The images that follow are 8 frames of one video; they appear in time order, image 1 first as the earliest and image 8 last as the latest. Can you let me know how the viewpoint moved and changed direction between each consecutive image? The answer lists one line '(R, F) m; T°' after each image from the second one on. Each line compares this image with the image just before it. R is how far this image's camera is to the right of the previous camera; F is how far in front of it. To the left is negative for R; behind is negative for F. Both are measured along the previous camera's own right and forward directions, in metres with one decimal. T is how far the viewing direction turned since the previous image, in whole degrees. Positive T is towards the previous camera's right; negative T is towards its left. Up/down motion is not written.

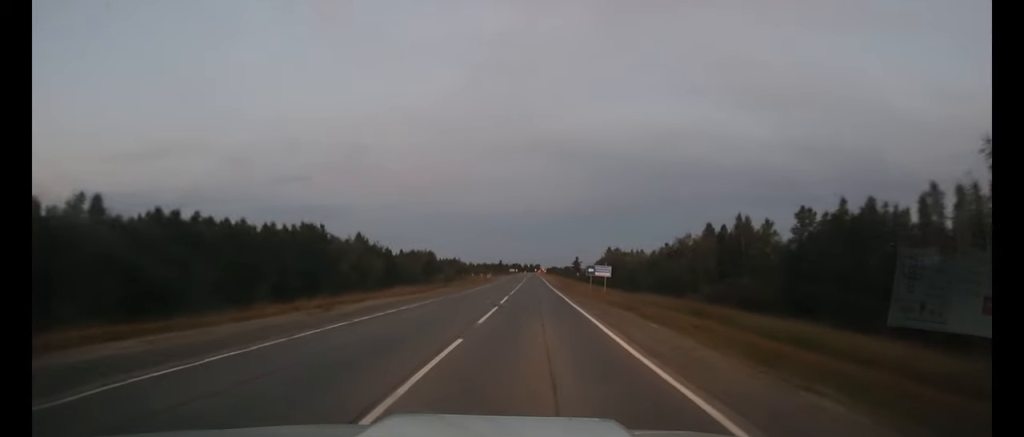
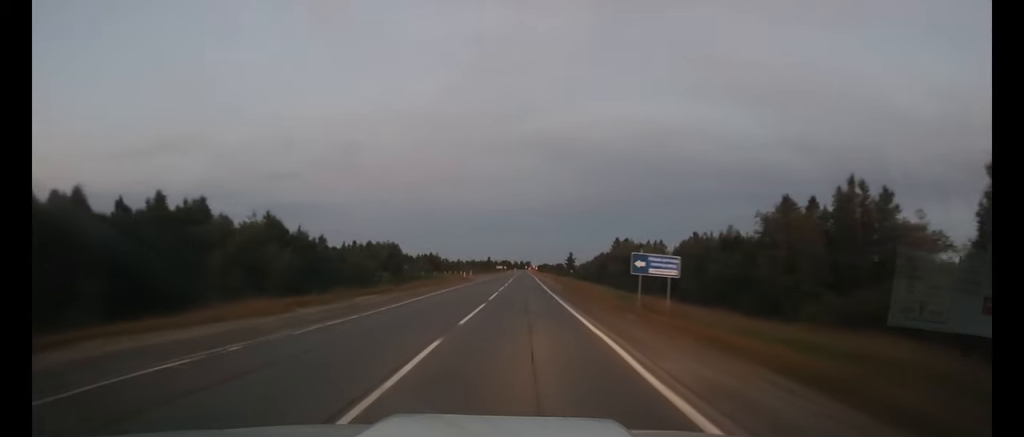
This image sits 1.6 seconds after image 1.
(+0.1, +24.1) m; +1°
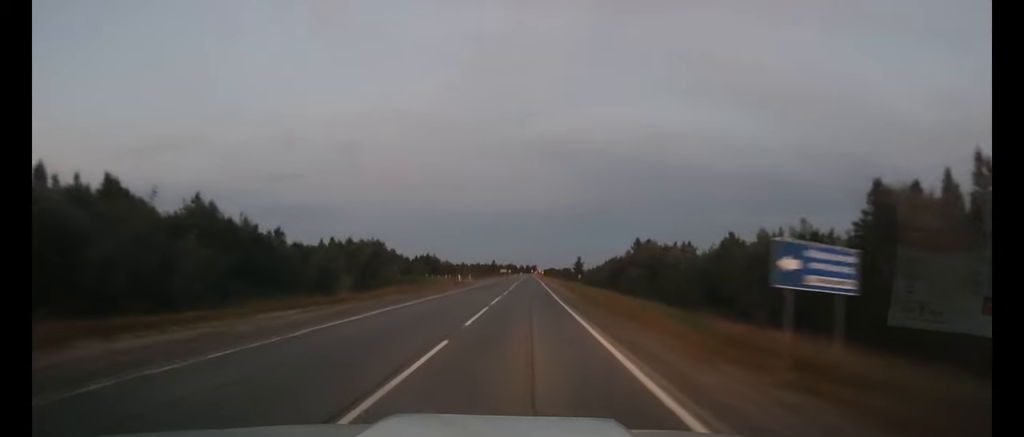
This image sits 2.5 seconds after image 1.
(0.0, +12.8) m; 0°
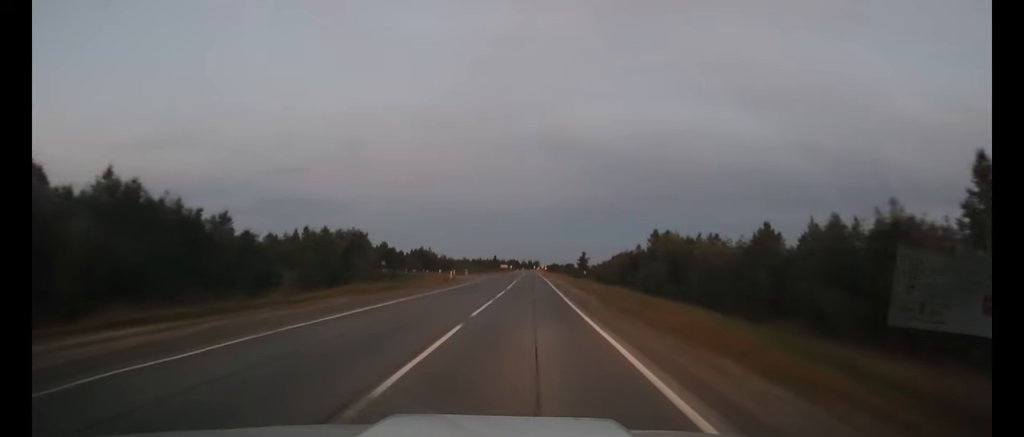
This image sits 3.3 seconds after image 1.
(0.0, +10.2) m; 0°
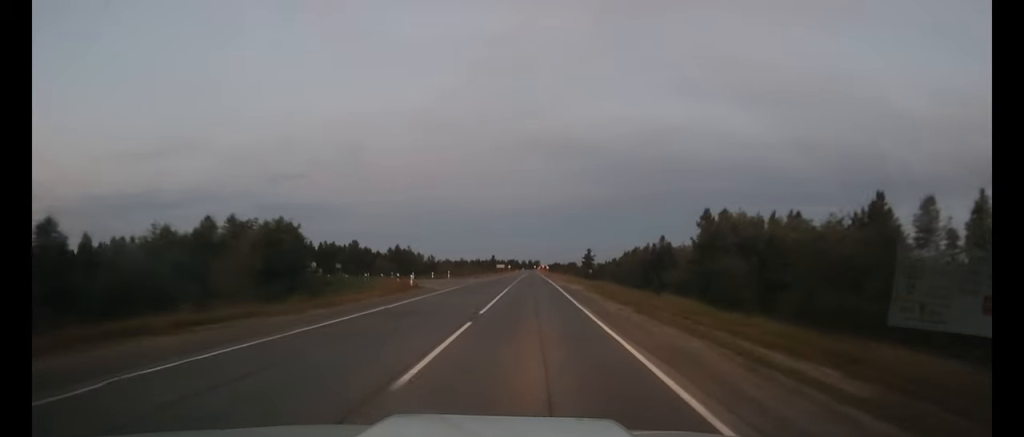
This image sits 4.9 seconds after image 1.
(-0.1, +22.1) m; 0°
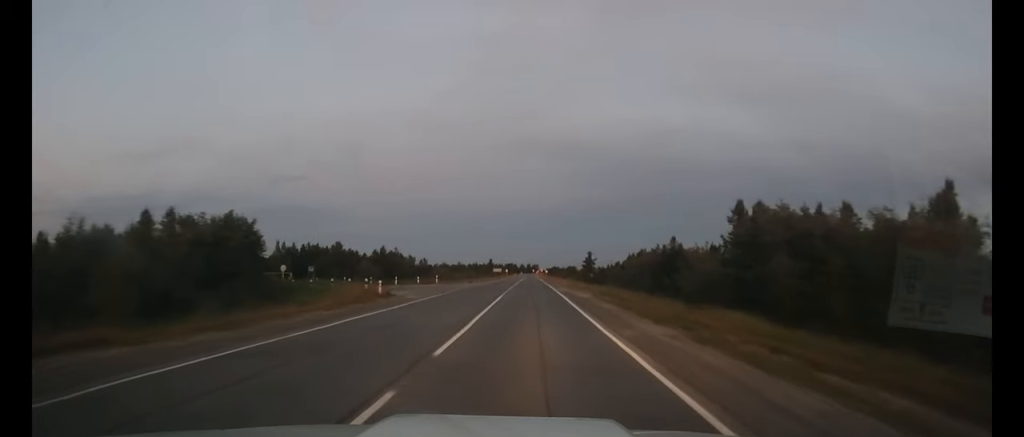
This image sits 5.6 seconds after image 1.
(0.0, +8.7) m; 0°
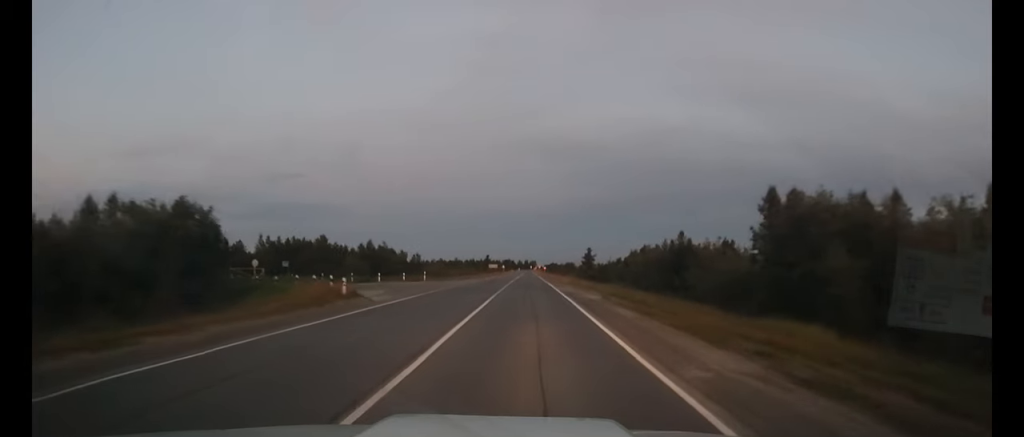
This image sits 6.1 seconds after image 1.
(0.0, +6.4) m; 0°
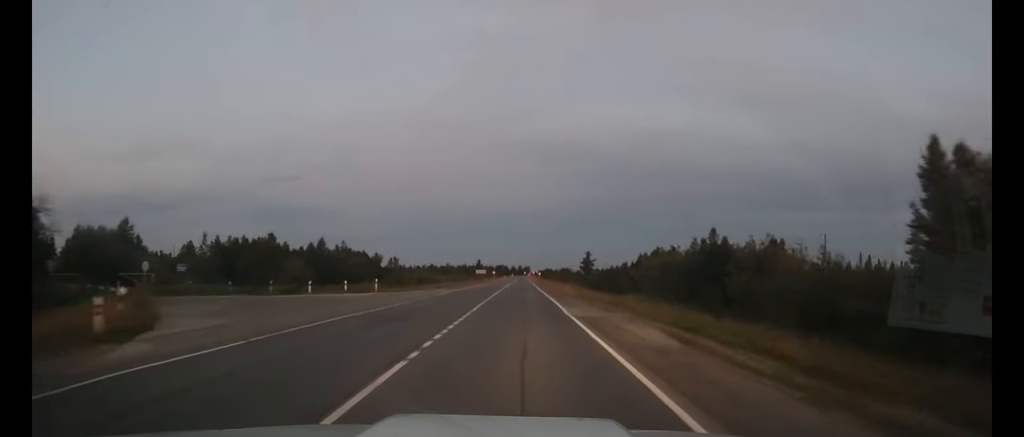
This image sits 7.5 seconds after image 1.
(+0.1, +17.9) m; 0°
